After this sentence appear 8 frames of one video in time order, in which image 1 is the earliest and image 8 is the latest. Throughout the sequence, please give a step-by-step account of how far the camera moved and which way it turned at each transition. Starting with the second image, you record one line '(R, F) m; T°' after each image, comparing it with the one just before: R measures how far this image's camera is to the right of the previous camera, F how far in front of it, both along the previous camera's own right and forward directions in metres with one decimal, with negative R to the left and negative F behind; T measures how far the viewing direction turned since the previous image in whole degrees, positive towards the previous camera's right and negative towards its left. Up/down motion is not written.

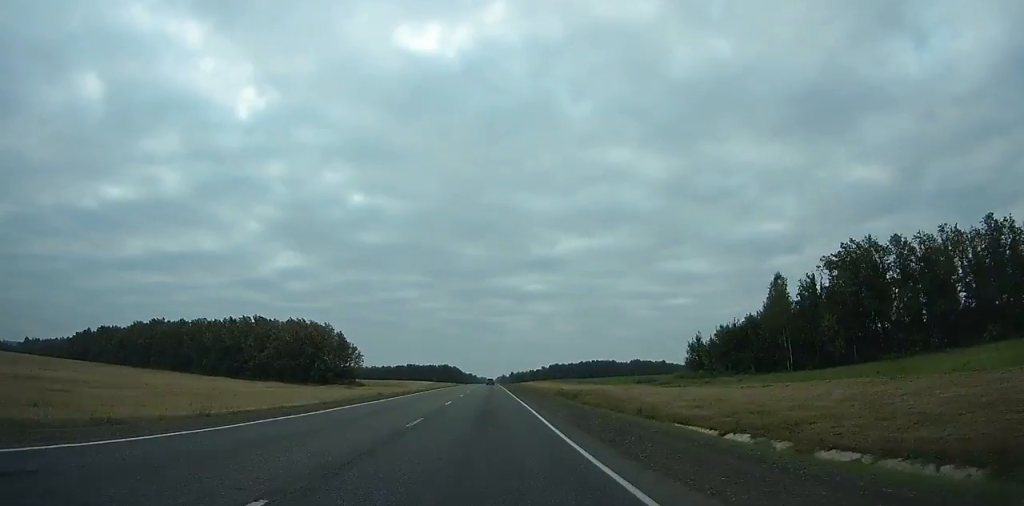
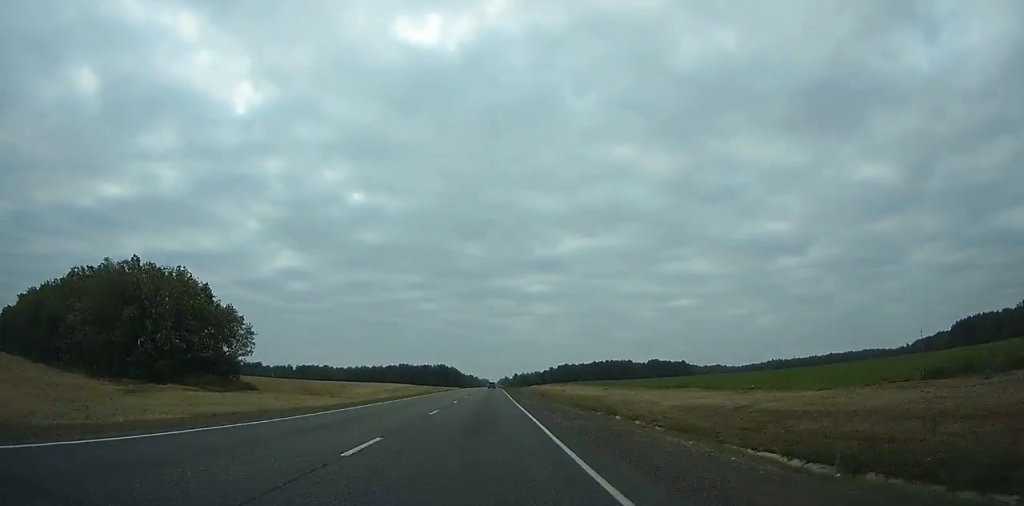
(0.0, +65.6) m; 0°
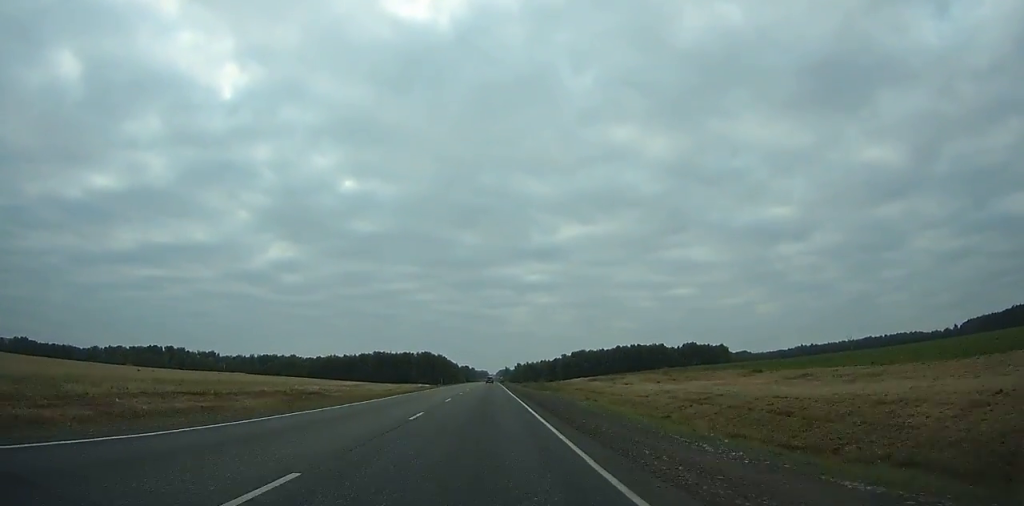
(0.0, +112.0) m; 0°
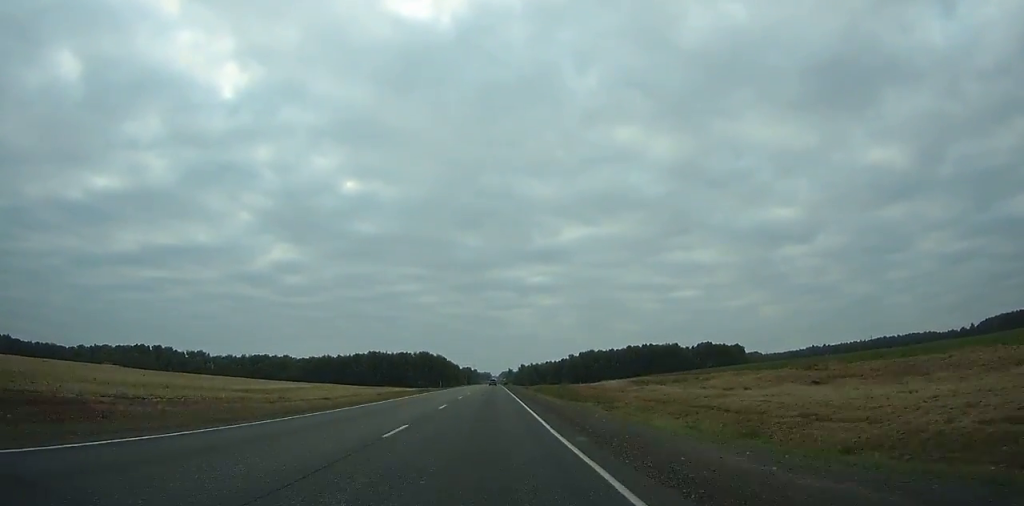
(0.0, +28.5) m; 0°
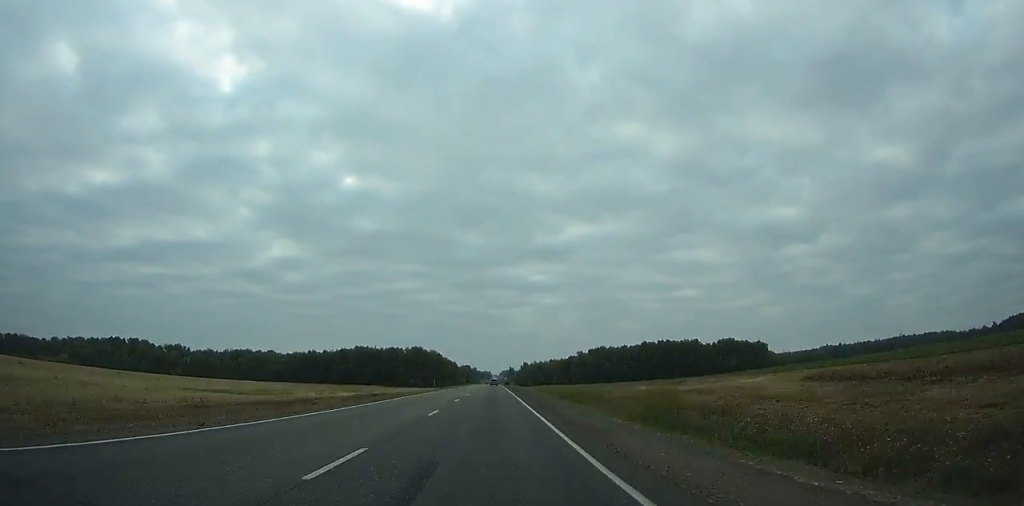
(0.0, +41.4) m; 0°
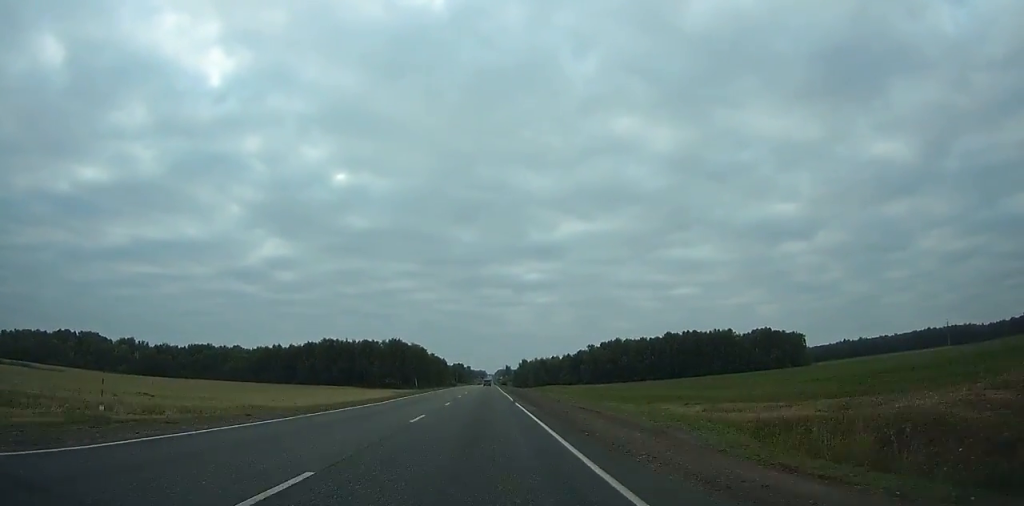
(+0.1, +63.1) m; 0°
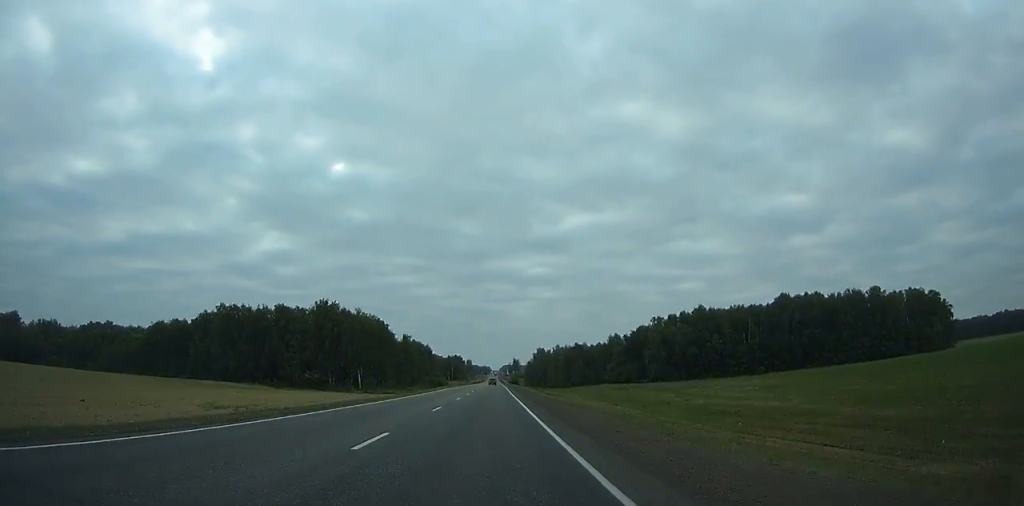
(-0.4, +126.3) m; 0°
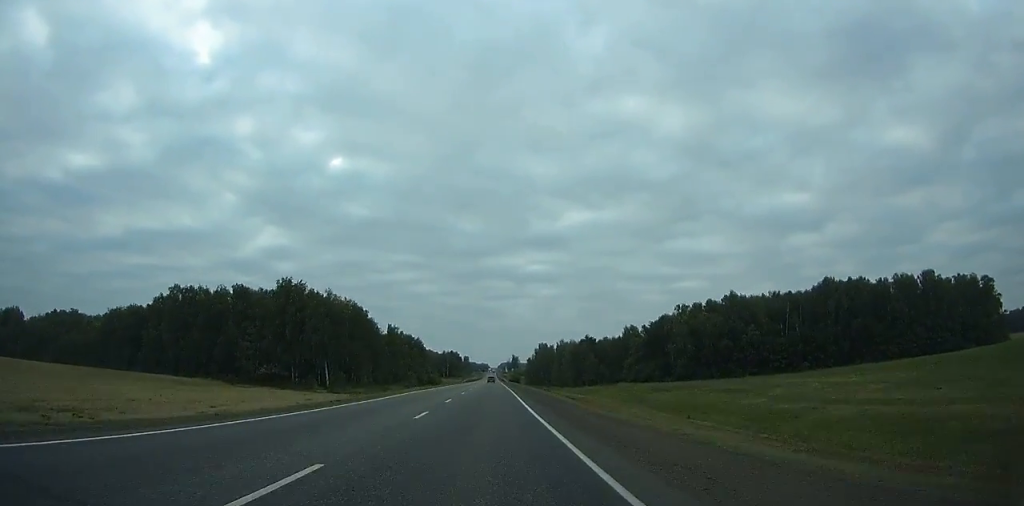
(0.0, +28.4) m; 0°
